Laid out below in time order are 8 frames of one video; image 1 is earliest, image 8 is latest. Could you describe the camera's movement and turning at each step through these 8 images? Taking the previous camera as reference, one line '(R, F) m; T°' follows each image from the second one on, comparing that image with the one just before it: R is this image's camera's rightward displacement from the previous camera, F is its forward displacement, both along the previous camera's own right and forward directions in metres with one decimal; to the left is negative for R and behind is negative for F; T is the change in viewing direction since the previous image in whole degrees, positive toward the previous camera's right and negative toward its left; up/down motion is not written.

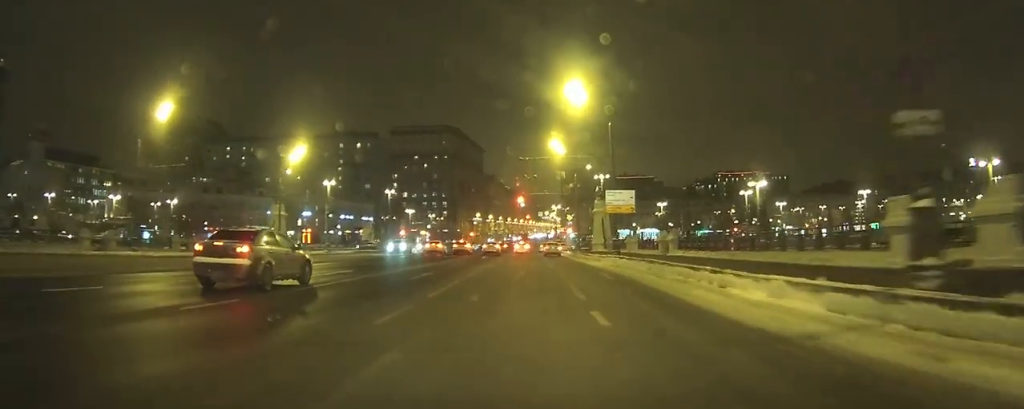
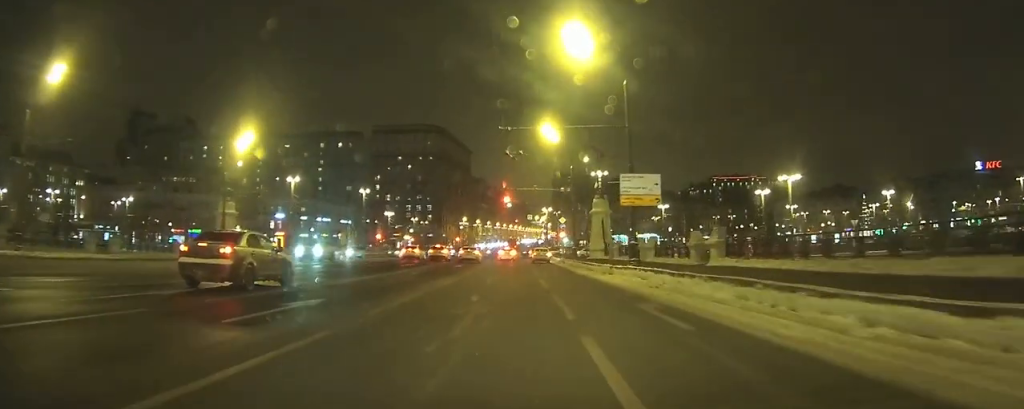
(0.0, +11.8) m; -1°
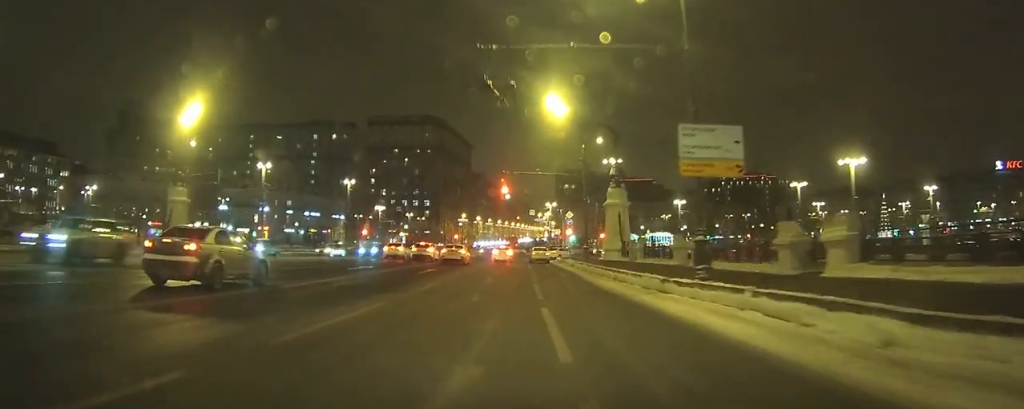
(-0.1, +11.6) m; 0°
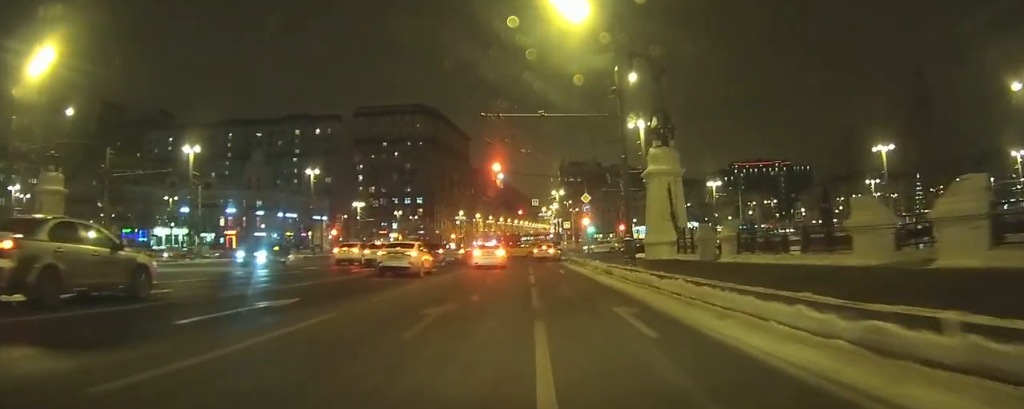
(+0.1, +19.5) m; 0°
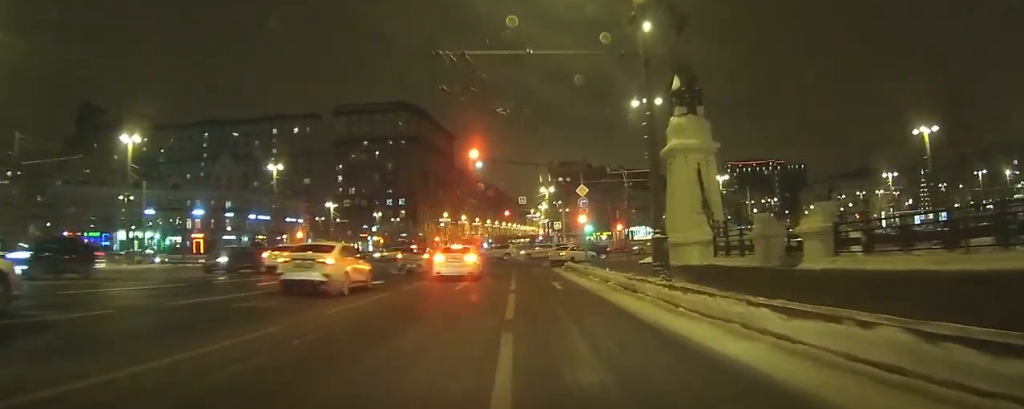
(0.0, +9.1) m; +1°
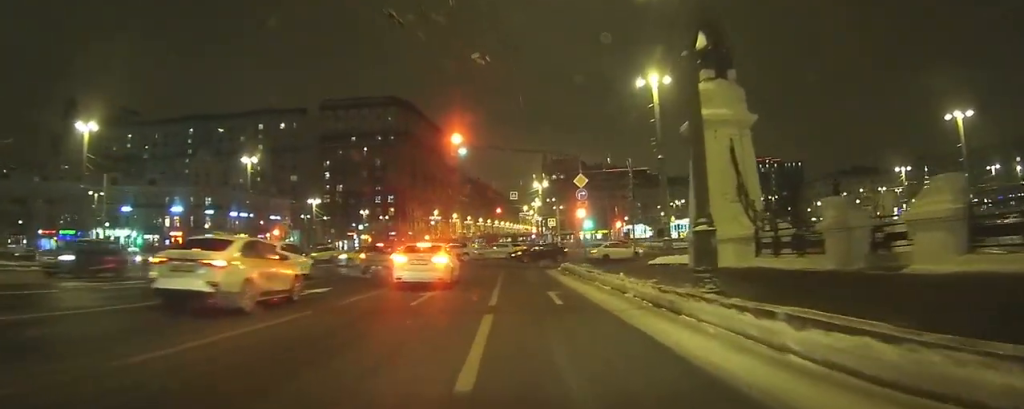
(+0.1, +5.5) m; +1°
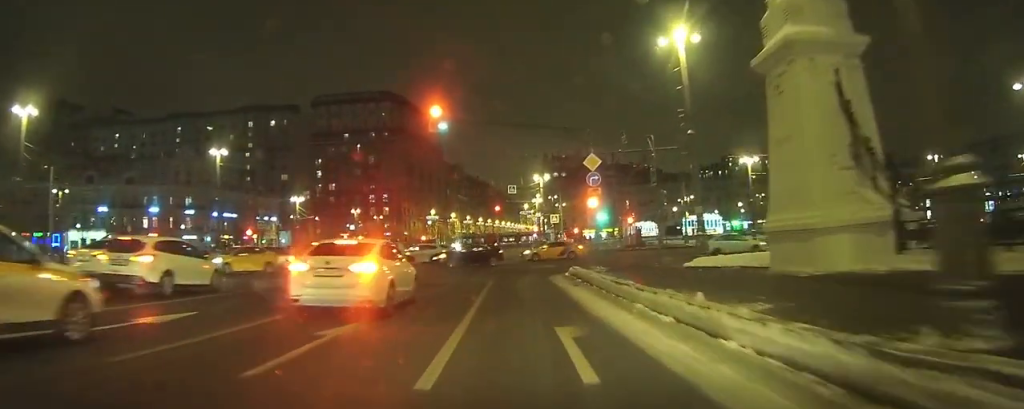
(+0.1, +7.9) m; +1°
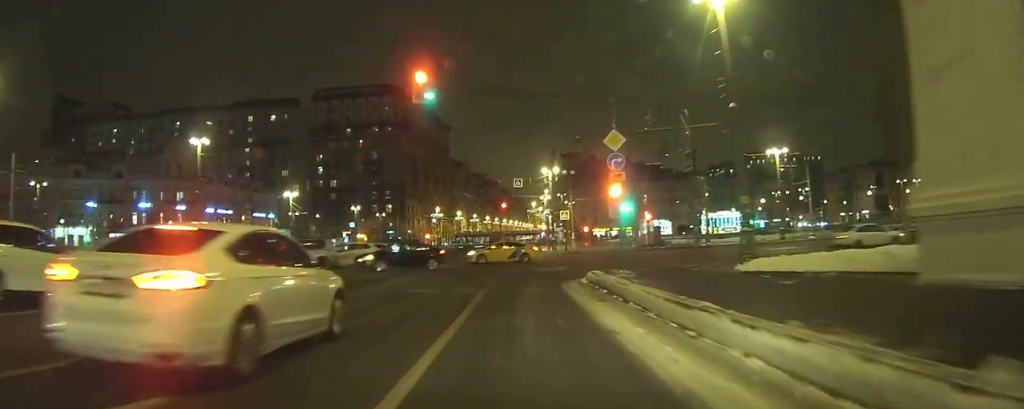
(0.0, +5.8) m; -1°
